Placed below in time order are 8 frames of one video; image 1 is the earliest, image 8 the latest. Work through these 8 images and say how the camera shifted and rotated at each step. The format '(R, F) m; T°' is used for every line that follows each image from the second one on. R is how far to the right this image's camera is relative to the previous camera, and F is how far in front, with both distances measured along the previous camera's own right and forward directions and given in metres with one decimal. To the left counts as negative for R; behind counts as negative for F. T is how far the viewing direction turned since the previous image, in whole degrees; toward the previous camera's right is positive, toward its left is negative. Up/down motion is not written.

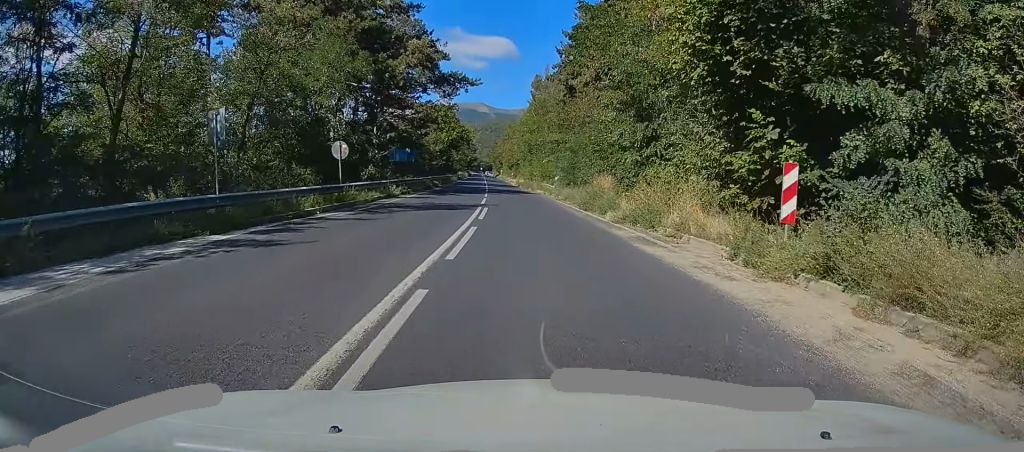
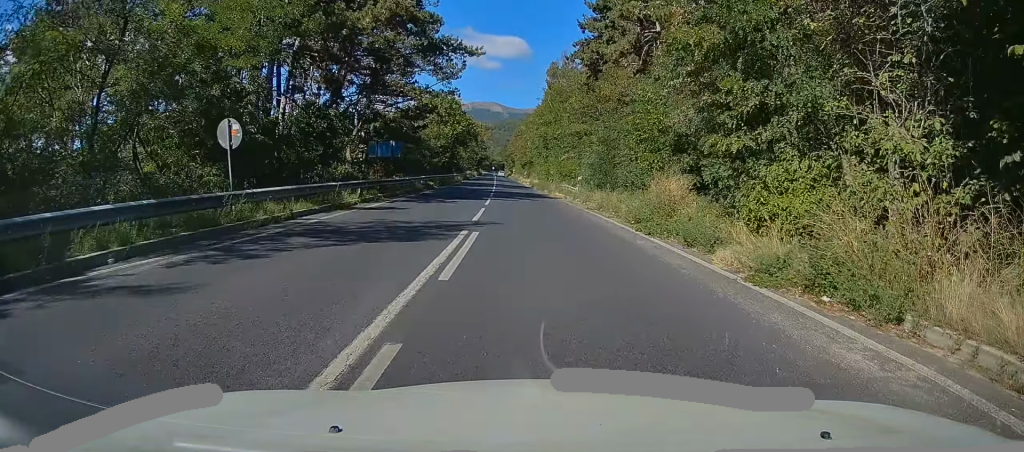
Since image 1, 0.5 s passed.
(0.0, +10.8) m; -1°
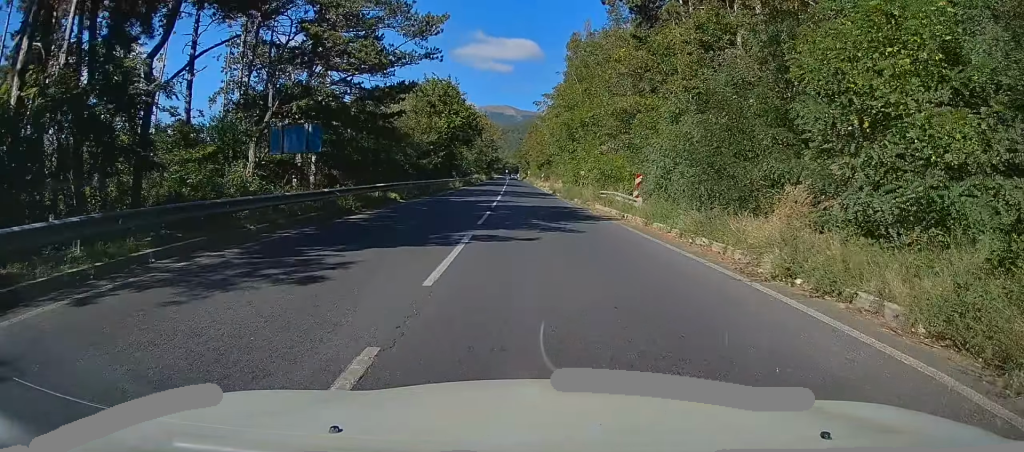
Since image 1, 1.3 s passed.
(-0.2, +18.1) m; -1°
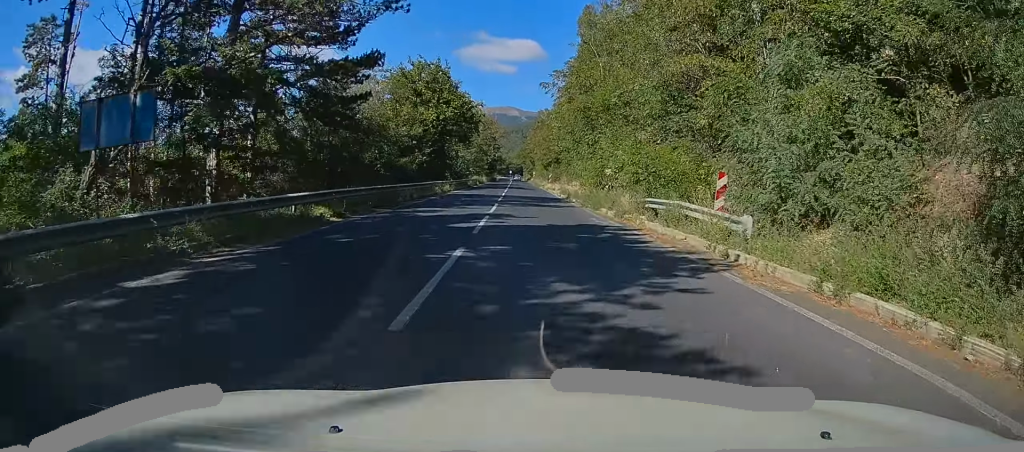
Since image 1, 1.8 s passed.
(-0.1, +10.9) m; -1°
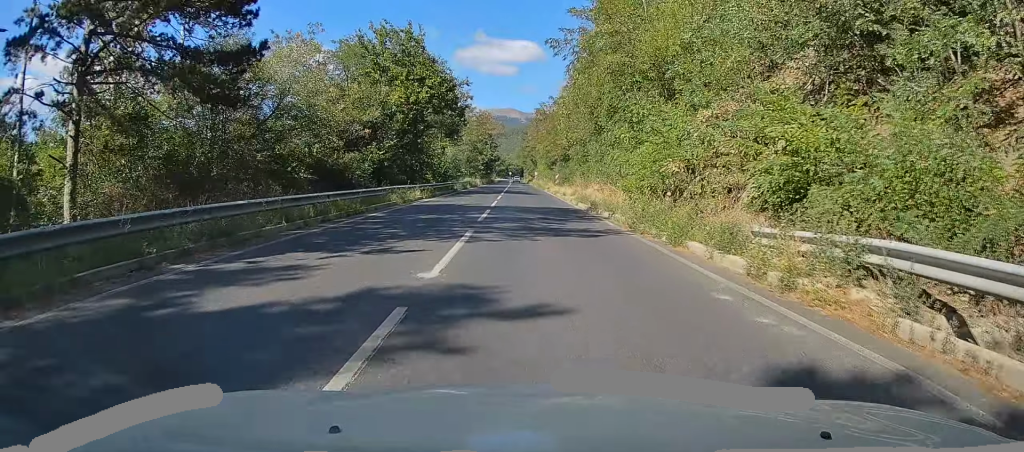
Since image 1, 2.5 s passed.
(-0.1, +13.9) m; -1°
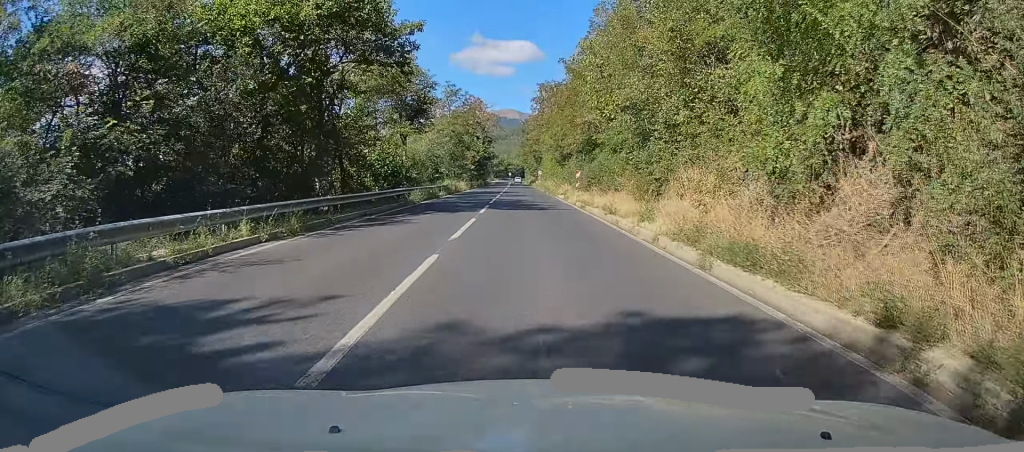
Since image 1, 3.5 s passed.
(-0.3, +22.2) m; -1°
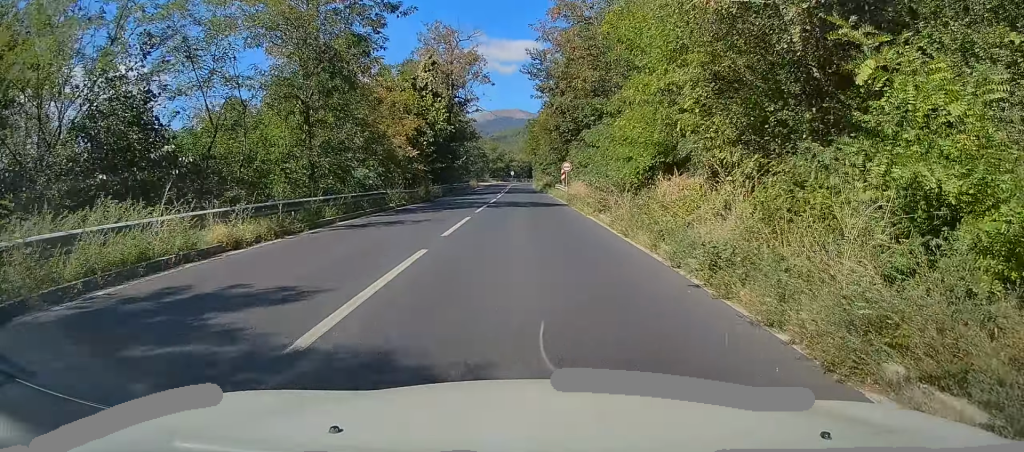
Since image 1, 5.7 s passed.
(+1.2, +51.8) m; +2°
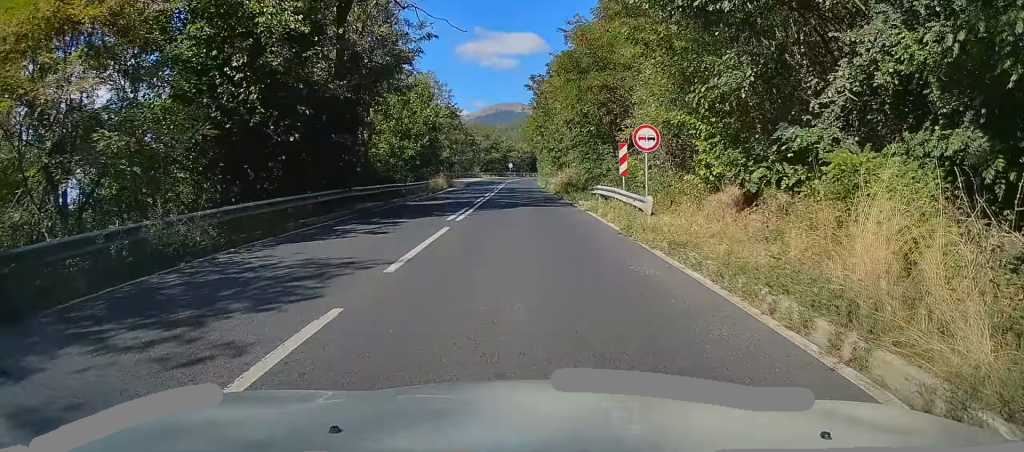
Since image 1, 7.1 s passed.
(-0.6, +31.5) m; -2°
